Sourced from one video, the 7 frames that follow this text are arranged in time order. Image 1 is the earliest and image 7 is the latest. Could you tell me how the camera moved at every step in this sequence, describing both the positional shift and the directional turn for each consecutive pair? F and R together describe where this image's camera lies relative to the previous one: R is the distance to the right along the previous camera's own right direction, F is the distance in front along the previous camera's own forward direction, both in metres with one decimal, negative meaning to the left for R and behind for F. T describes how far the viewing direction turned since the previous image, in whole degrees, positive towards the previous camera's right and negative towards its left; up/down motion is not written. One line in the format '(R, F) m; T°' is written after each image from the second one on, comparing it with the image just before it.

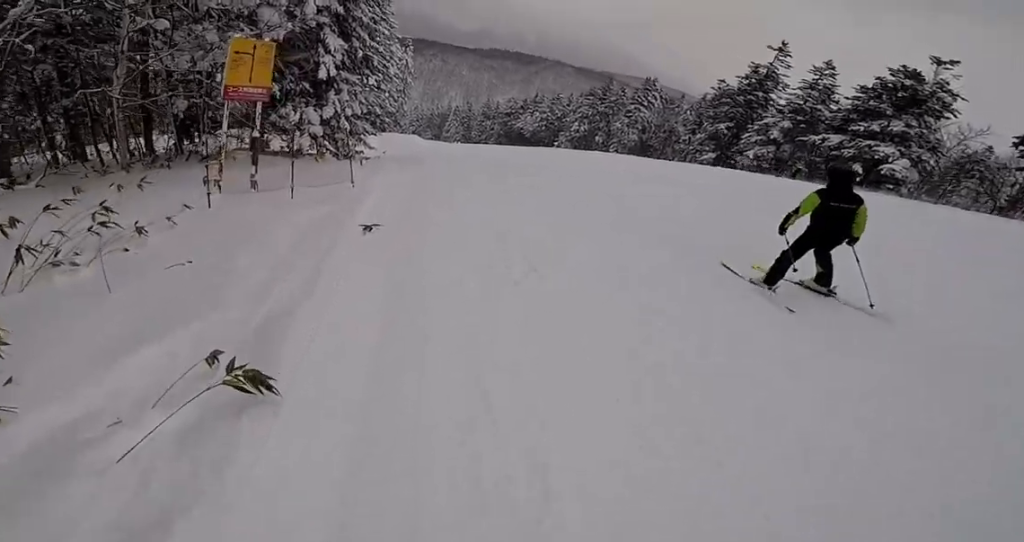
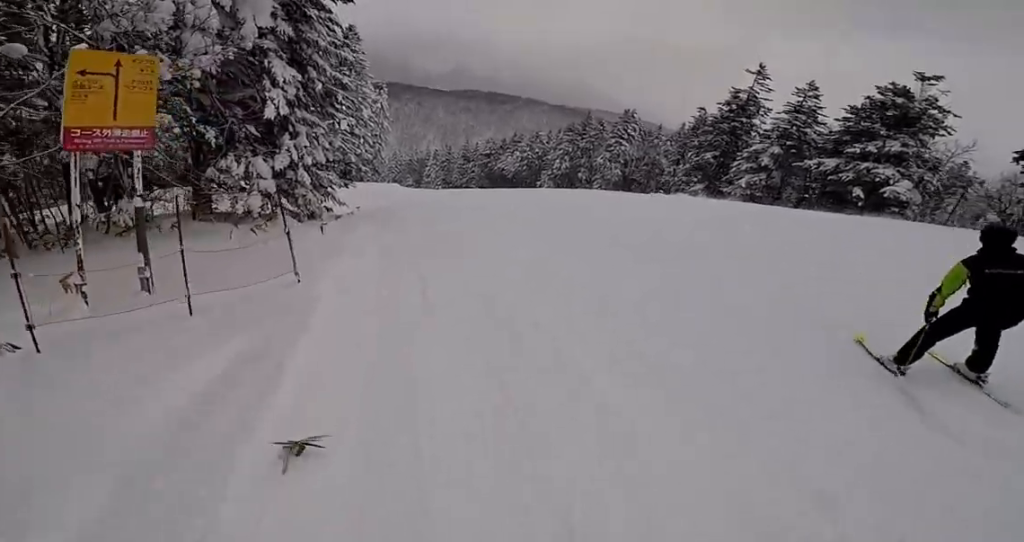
(+0.2, +3.6) m; +10°
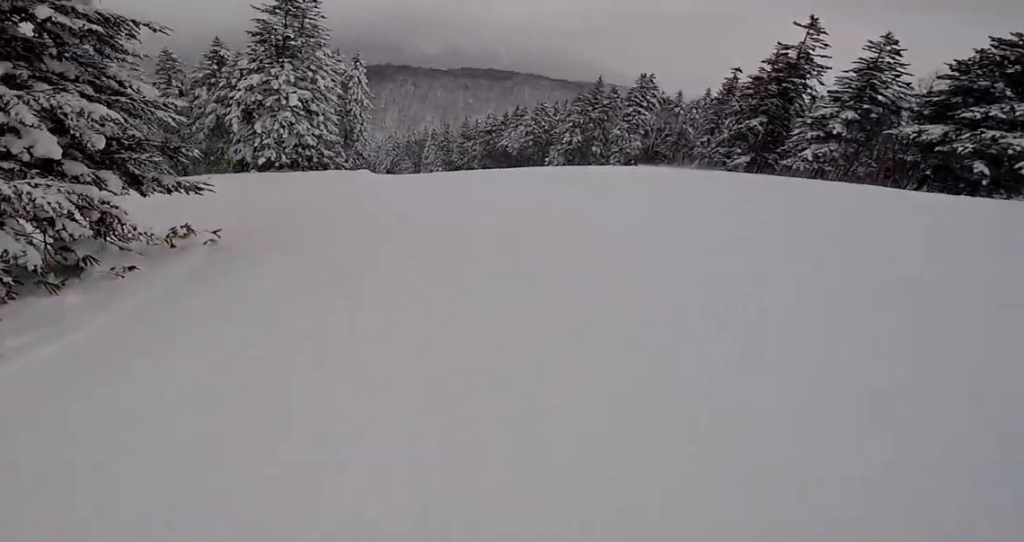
(+1.4, +9.3) m; +5°
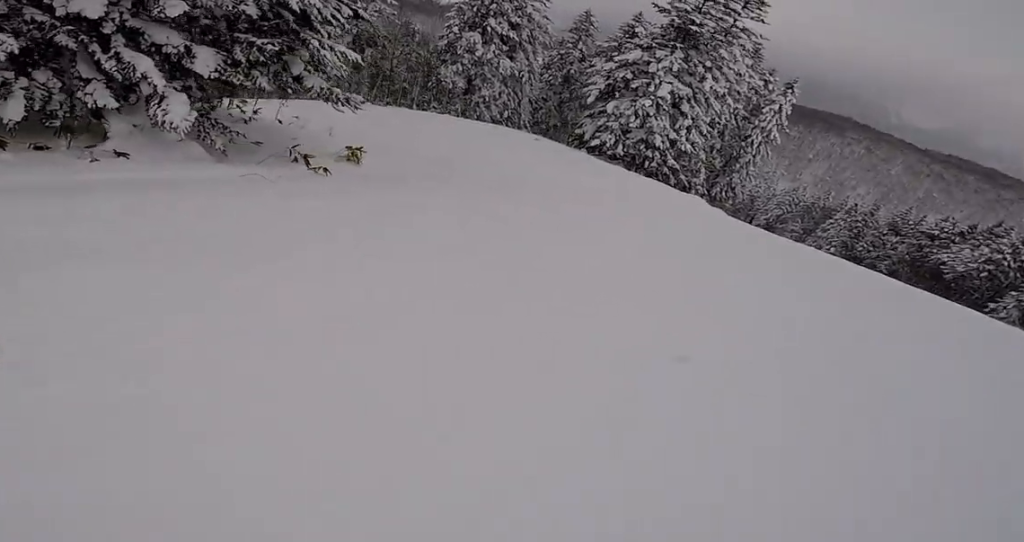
(-0.4, +5.8) m; -9°
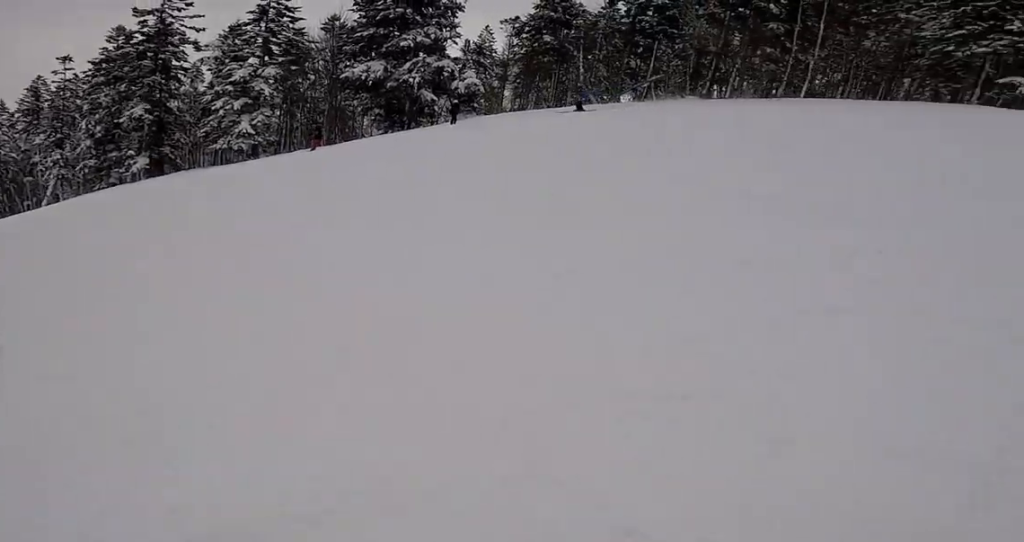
(-0.3, +13.1) m; +15°
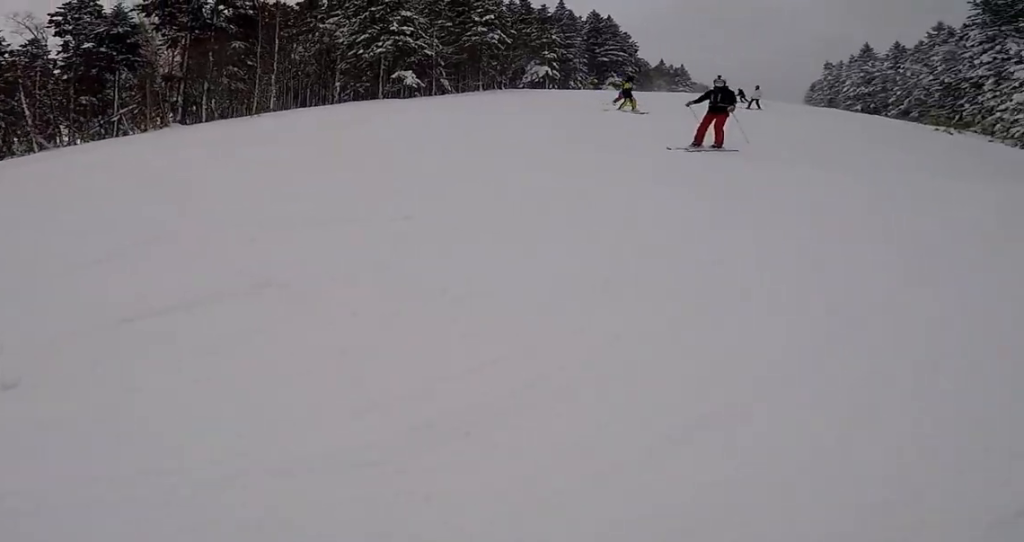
(+0.6, +4.0) m; +18°
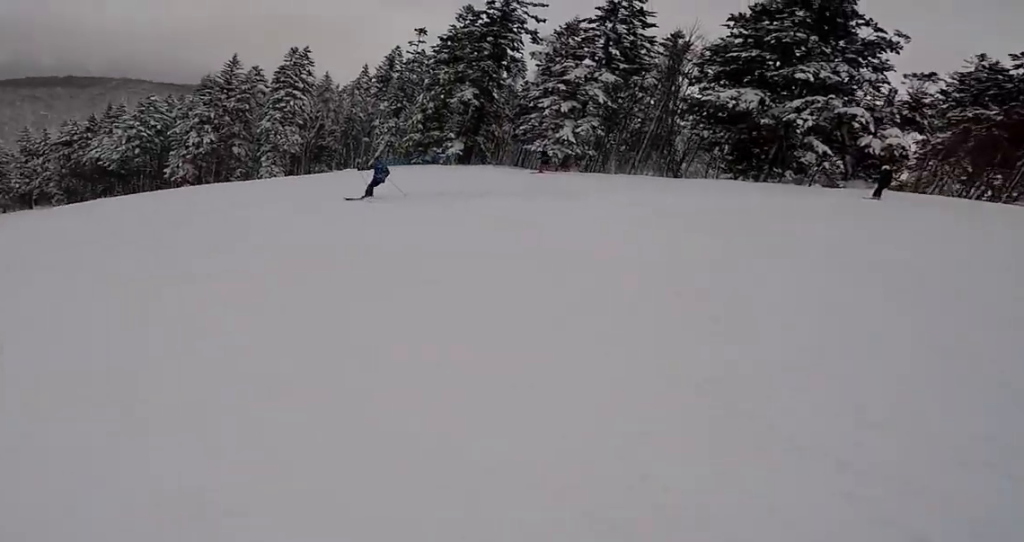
(+0.6, +3.5) m; -3°
